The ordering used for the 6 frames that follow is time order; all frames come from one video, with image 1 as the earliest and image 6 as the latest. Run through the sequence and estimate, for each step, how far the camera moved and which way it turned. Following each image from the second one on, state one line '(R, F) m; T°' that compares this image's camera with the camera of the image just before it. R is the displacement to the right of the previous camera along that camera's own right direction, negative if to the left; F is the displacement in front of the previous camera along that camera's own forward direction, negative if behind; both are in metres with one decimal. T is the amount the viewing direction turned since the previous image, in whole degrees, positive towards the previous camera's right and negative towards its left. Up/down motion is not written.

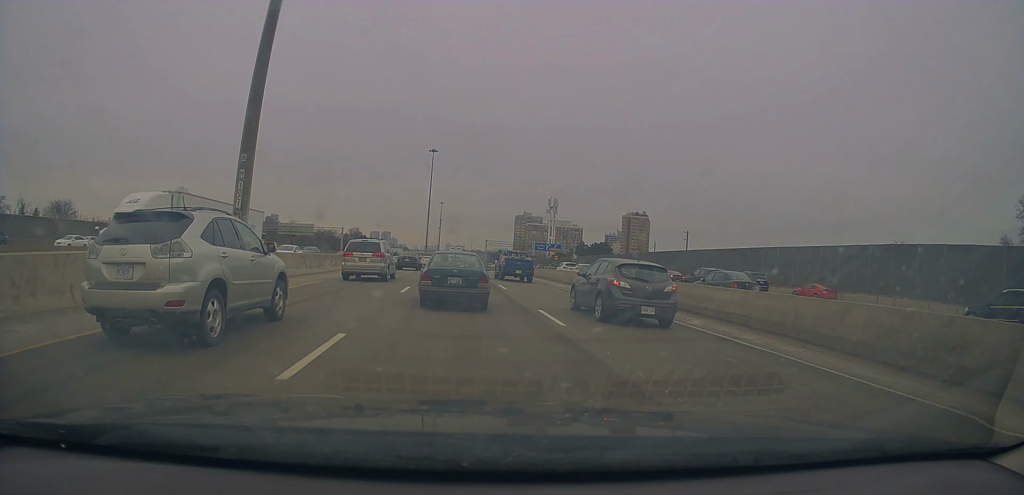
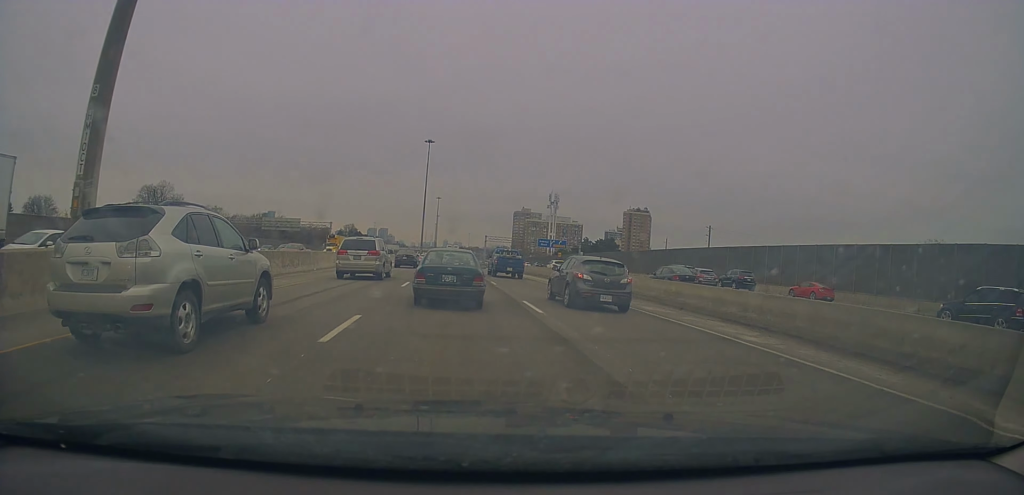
(0.0, +10.9) m; -1°
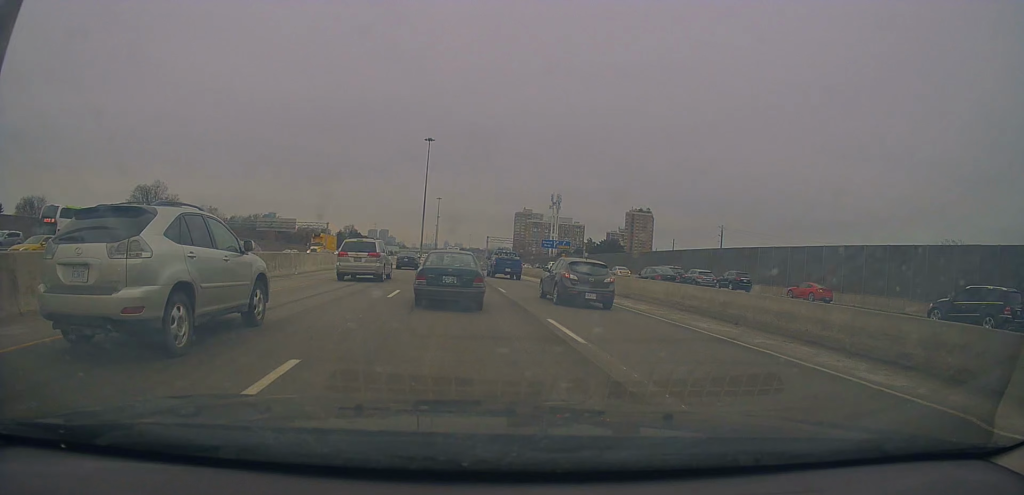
(-0.1, +4.9) m; -1°
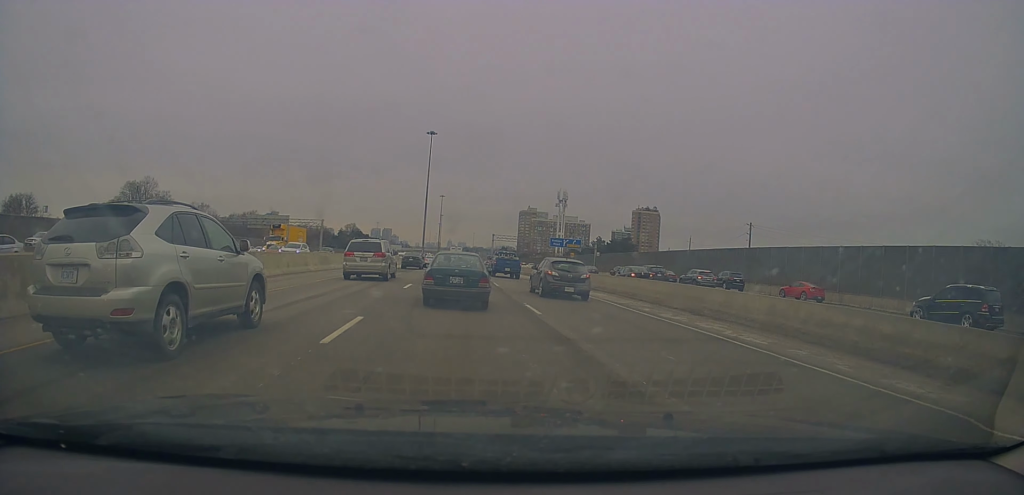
(0.0, +10.0) m; 0°
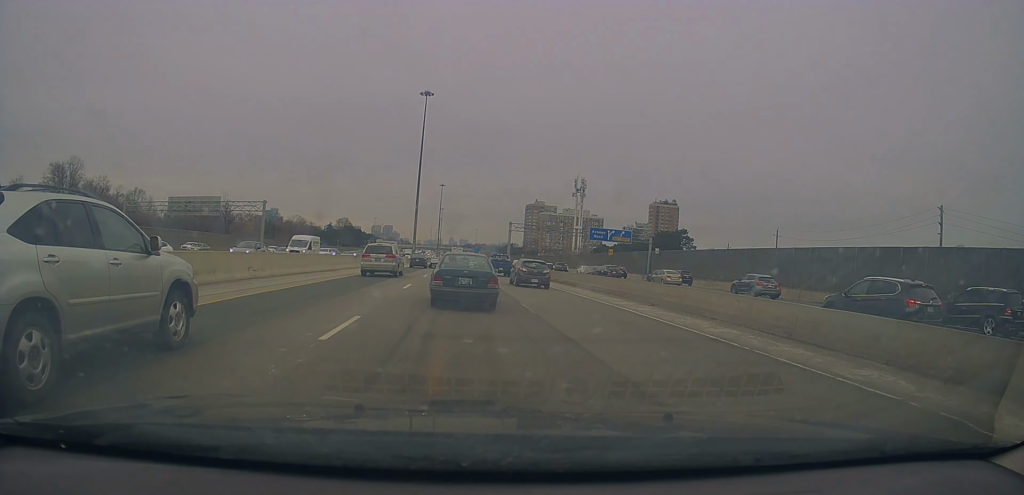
(+0.7, +33.7) m; +2°
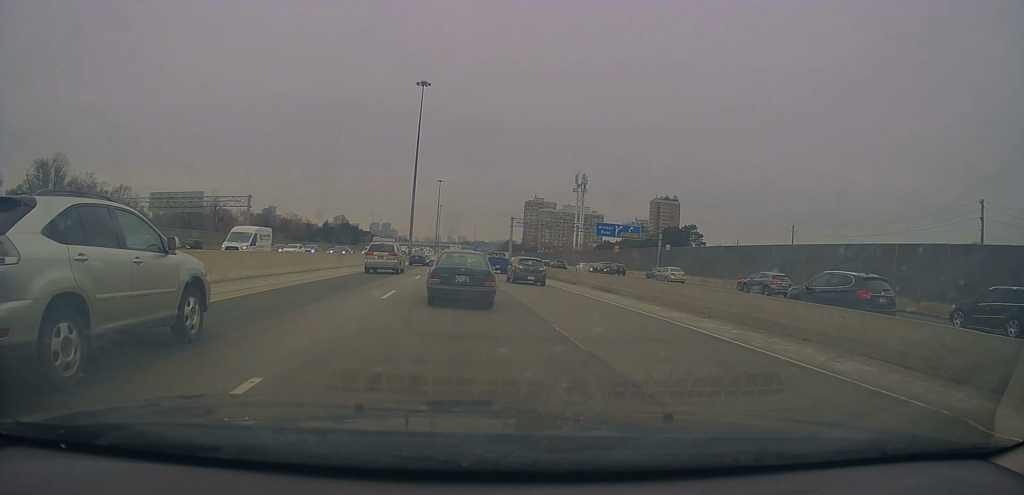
(0.0, +5.0) m; 0°
